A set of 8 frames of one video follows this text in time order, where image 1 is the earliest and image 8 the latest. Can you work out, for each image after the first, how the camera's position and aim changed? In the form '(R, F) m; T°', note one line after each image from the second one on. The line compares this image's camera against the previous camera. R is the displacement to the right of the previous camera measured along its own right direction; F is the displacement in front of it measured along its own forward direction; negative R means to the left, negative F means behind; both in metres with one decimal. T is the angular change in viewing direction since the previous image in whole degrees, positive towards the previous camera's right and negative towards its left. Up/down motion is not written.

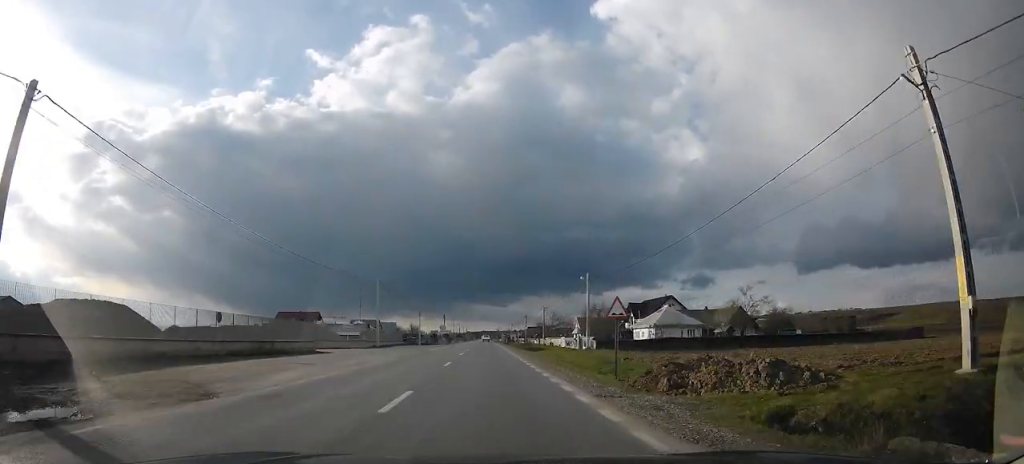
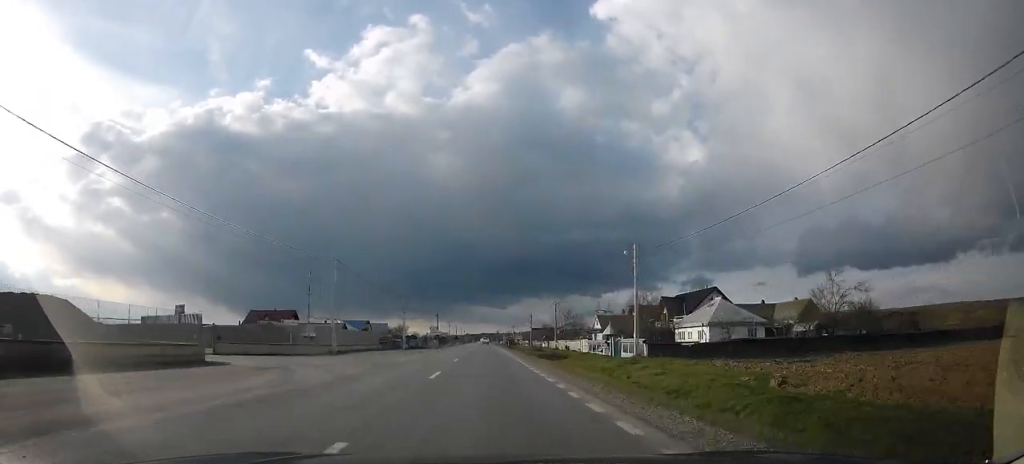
(+0.1, +17.6) m; +1°
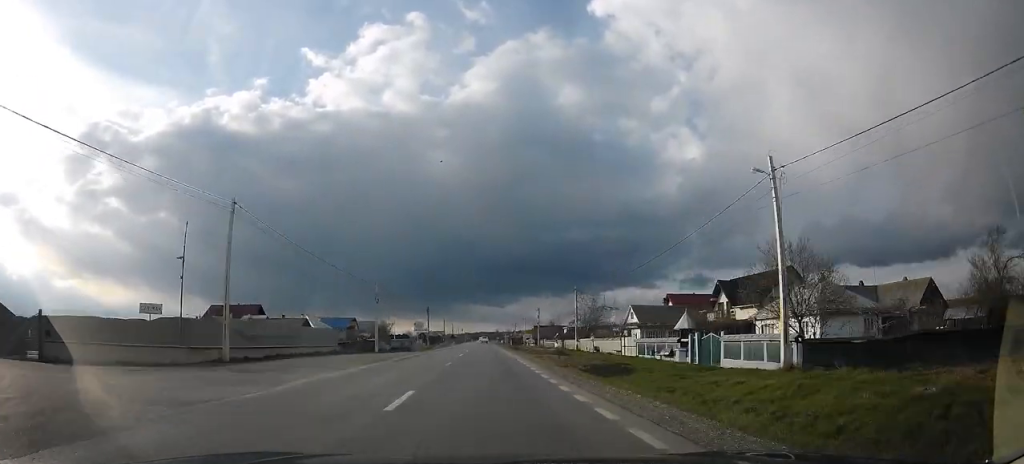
(+0.6, +19.2) m; -2°
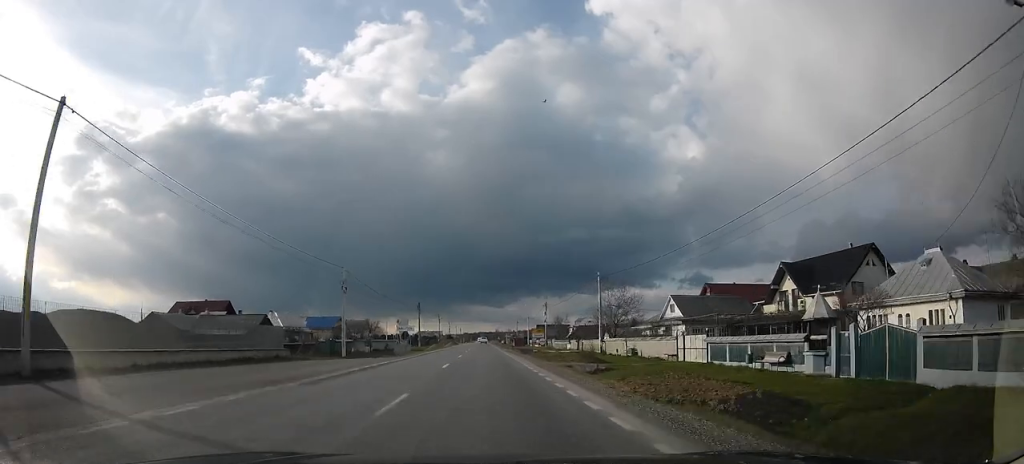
(-1.0, +13.4) m; -1°
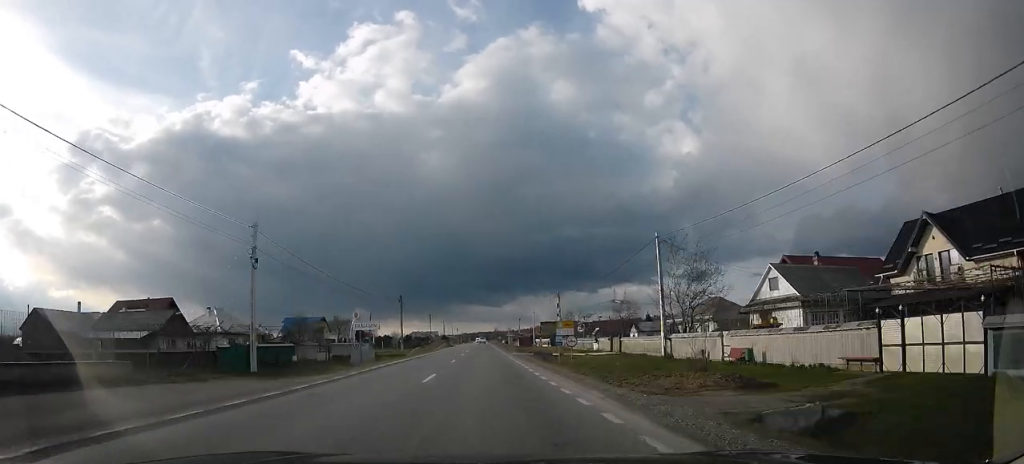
(-0.1, +17.9) m; -1°
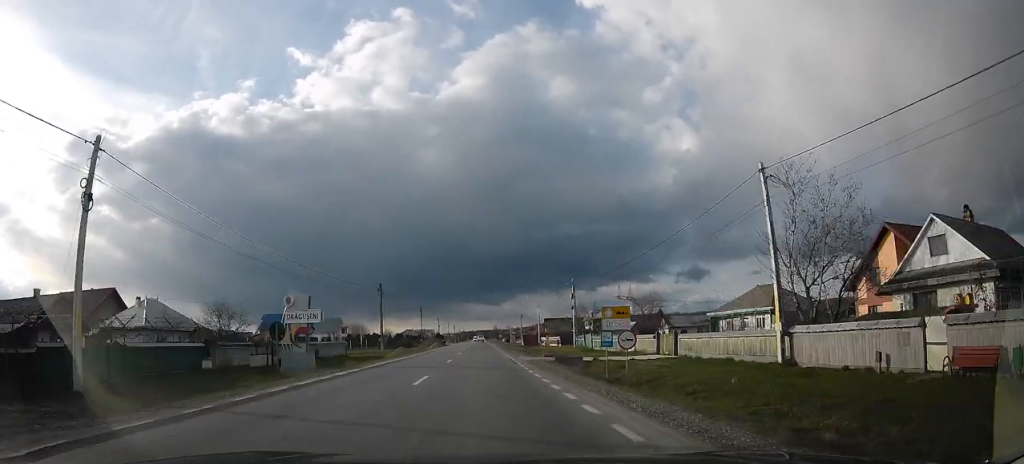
(+0.4, +13.5) m; 0°
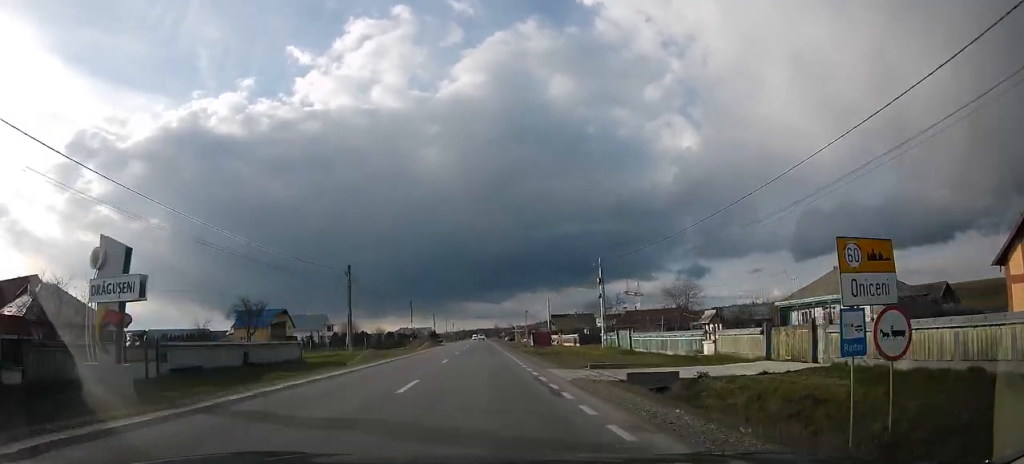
(-0.7, +14.1) m; +1°
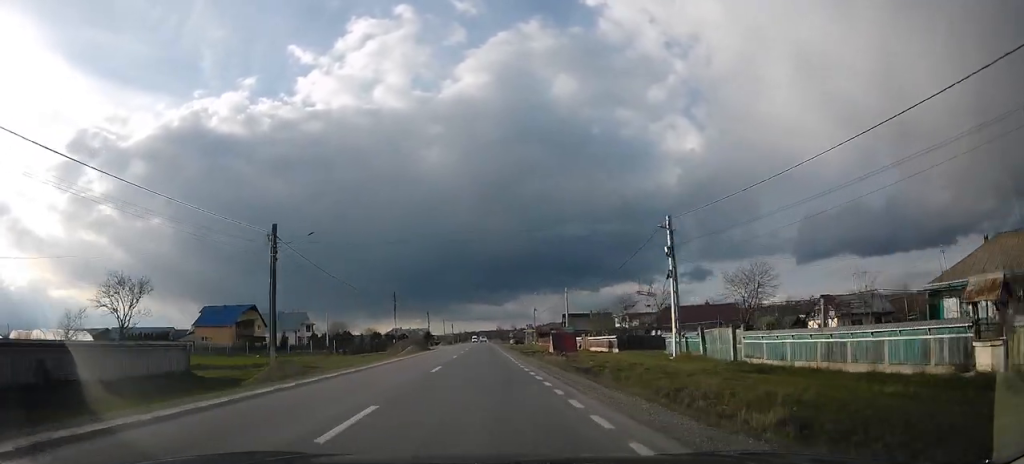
(+0.5, +17.1) m; +2°
